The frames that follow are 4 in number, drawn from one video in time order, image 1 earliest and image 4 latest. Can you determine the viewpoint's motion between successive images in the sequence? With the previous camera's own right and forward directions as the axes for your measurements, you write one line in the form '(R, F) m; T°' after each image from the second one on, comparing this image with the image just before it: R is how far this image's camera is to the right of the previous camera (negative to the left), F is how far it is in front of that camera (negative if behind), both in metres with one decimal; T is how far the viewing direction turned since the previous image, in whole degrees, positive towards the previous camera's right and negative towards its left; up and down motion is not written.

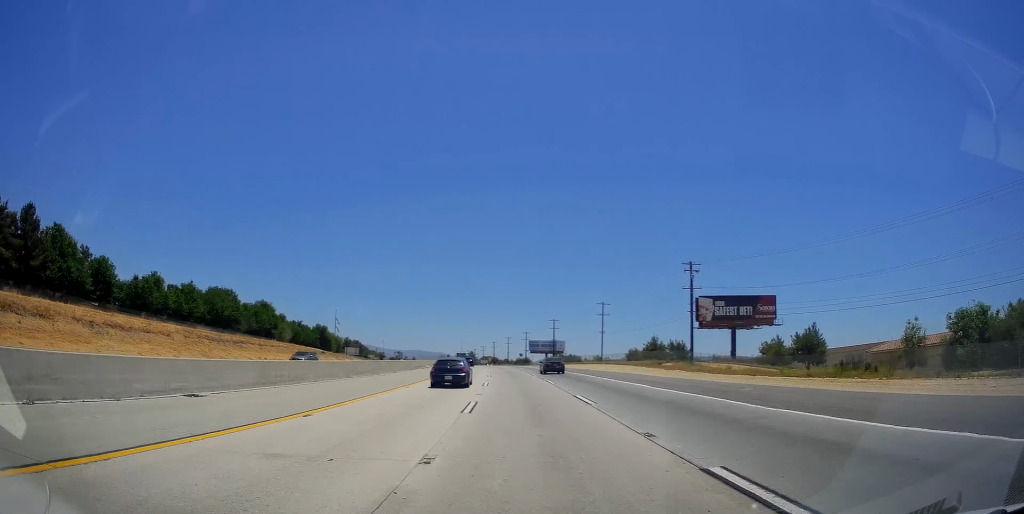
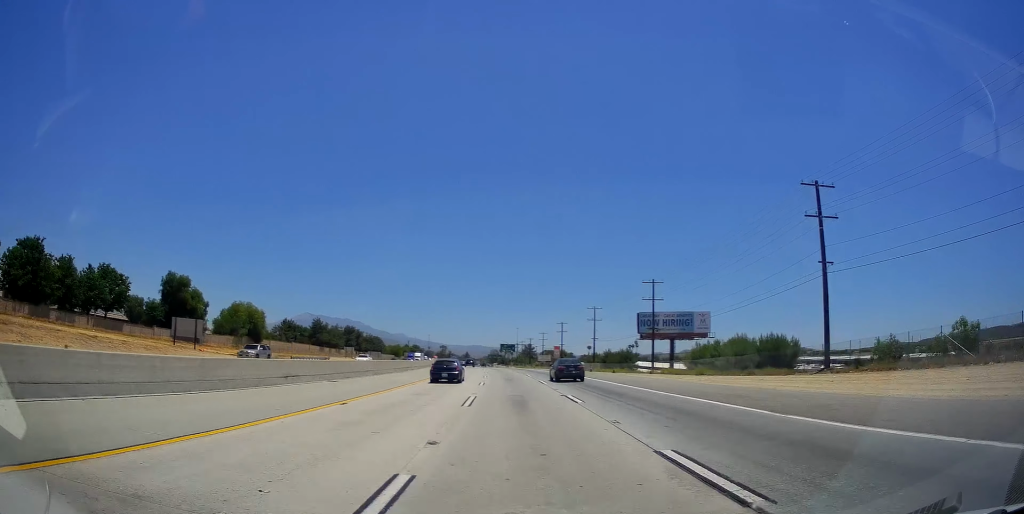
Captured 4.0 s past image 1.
(-5.0, +128.7) m; -6°
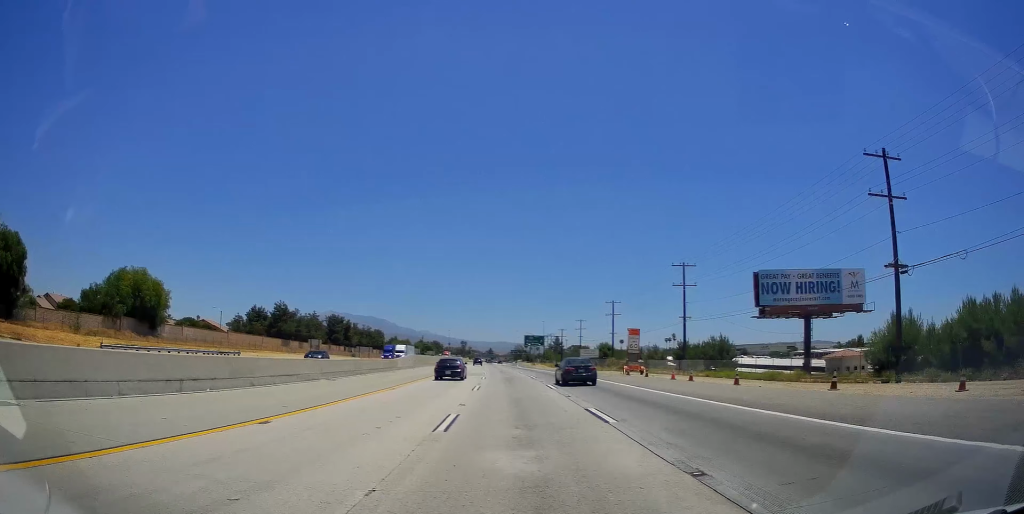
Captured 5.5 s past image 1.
(-1.7, +50.7) m; -2°
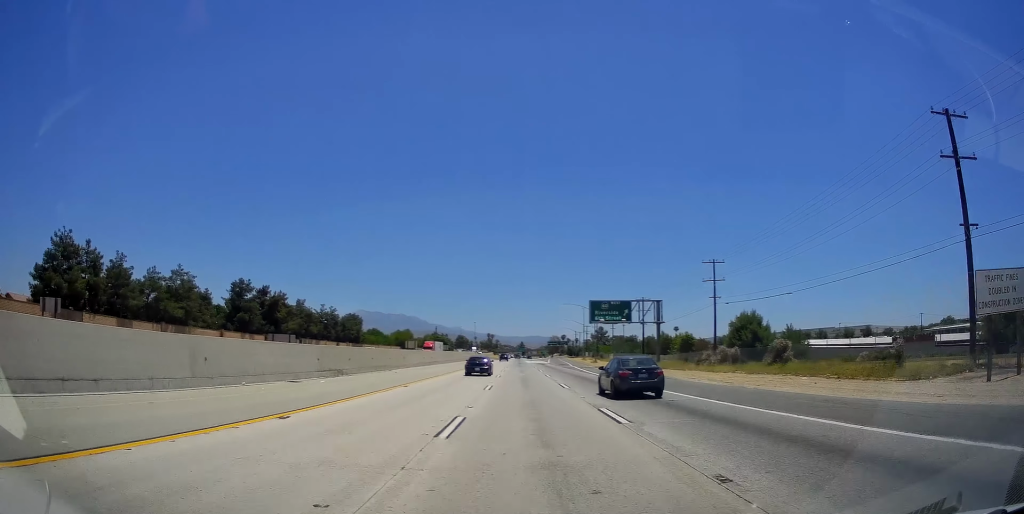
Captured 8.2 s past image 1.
(-2.7, +88.0) m; -3°
